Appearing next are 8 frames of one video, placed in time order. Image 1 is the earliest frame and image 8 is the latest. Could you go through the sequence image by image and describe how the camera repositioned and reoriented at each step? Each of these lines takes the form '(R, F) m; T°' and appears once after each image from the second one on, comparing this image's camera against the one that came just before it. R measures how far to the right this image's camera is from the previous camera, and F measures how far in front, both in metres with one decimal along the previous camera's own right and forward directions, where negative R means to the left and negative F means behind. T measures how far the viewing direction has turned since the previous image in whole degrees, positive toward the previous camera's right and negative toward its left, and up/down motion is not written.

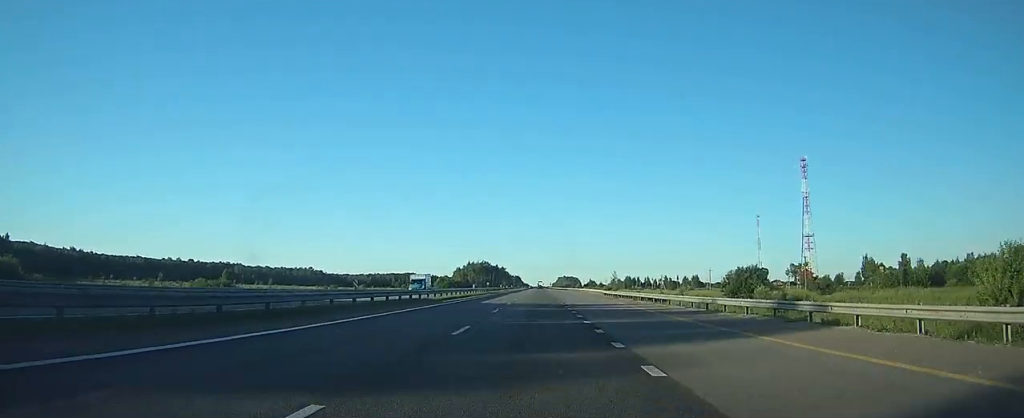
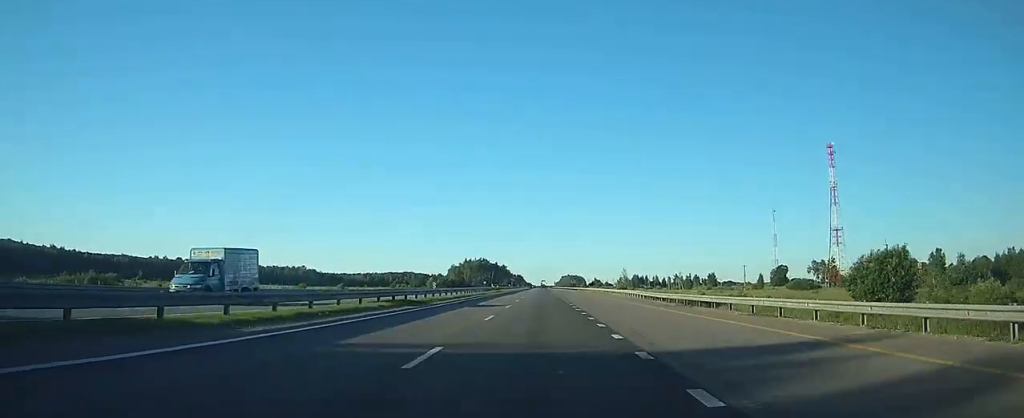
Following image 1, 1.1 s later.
(-0.1, +30.0) m; 0°
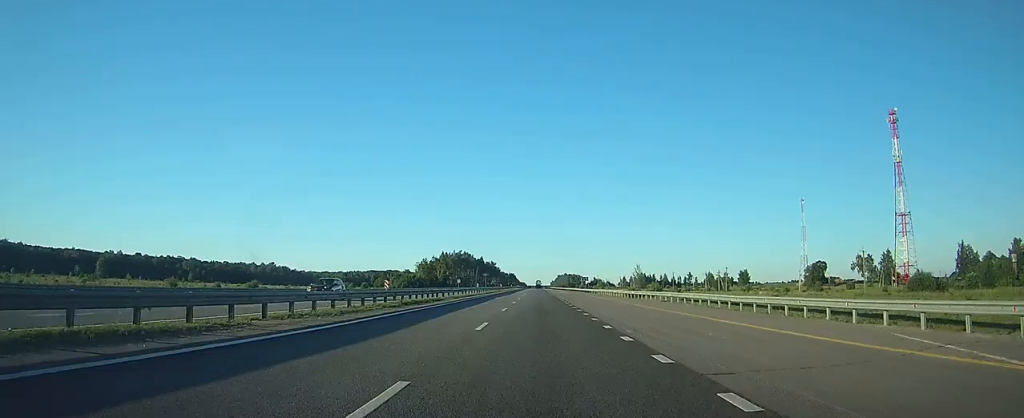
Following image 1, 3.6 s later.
(-0.3, +64.1) m; 0°
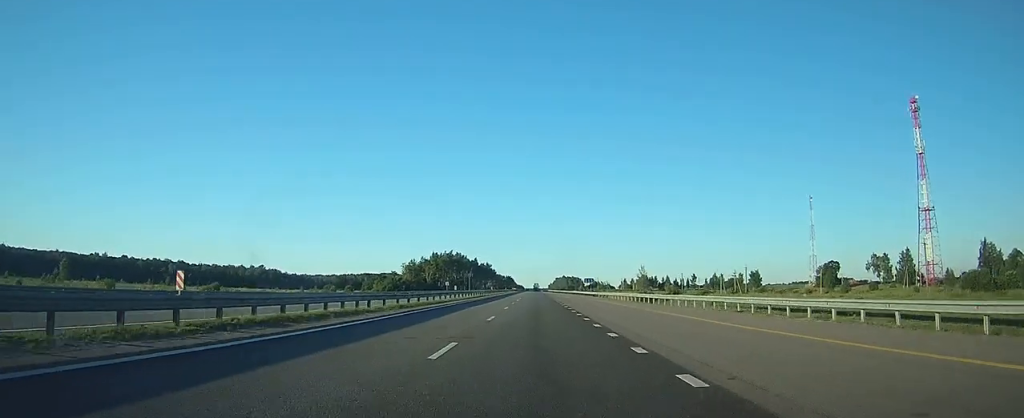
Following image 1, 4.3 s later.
(0.0, +18.4) m; 0°
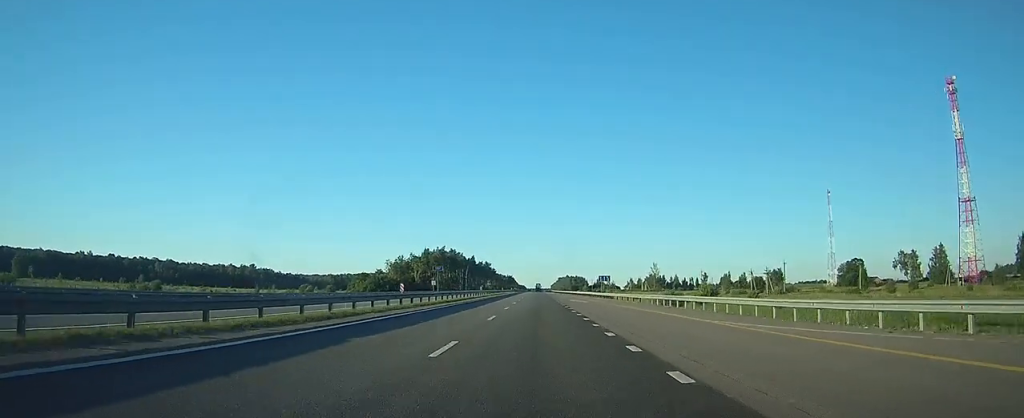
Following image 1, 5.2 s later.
(+0.1, +23.7) m; 0°
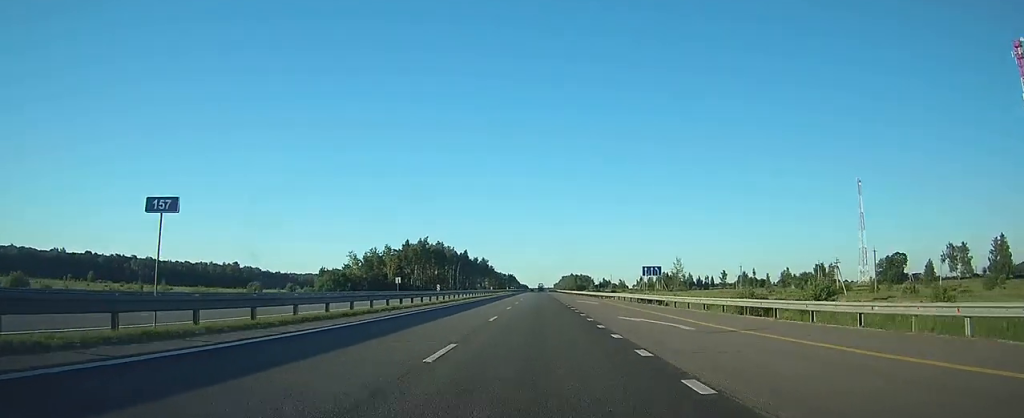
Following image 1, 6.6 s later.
(+0.1, +36.7) m; 0°
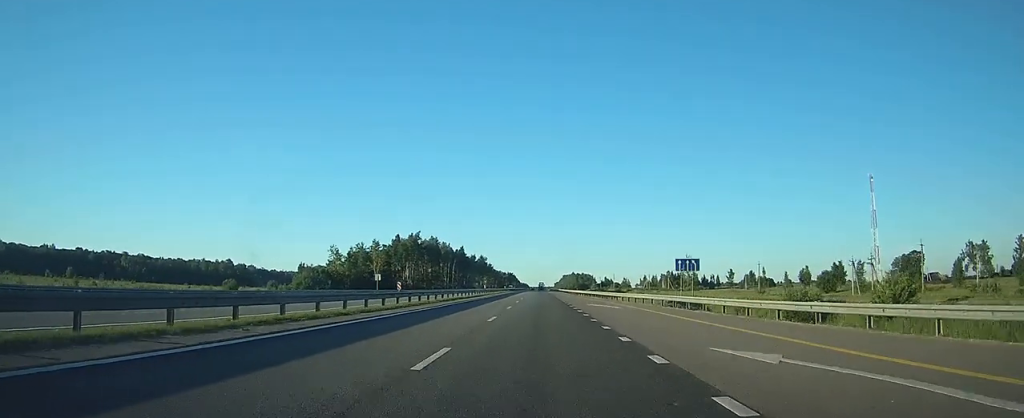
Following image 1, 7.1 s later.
(0.0, +13.1) m; 0°
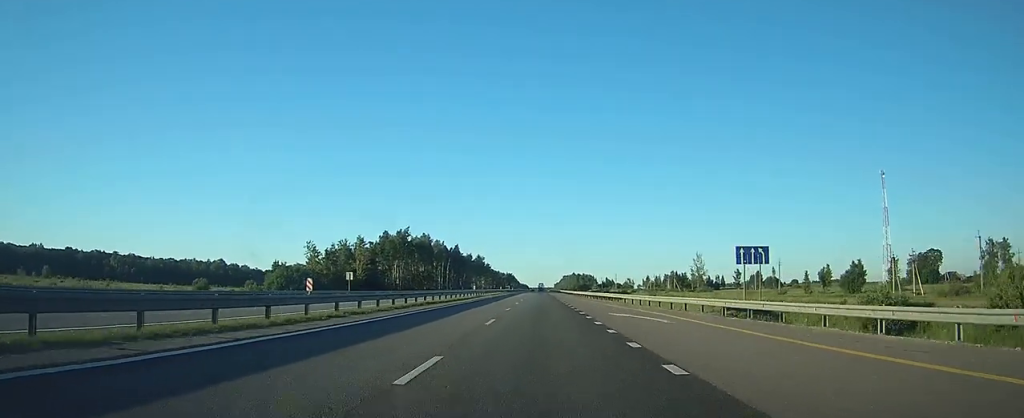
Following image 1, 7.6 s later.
(0.0, +13.0) m; 0°
